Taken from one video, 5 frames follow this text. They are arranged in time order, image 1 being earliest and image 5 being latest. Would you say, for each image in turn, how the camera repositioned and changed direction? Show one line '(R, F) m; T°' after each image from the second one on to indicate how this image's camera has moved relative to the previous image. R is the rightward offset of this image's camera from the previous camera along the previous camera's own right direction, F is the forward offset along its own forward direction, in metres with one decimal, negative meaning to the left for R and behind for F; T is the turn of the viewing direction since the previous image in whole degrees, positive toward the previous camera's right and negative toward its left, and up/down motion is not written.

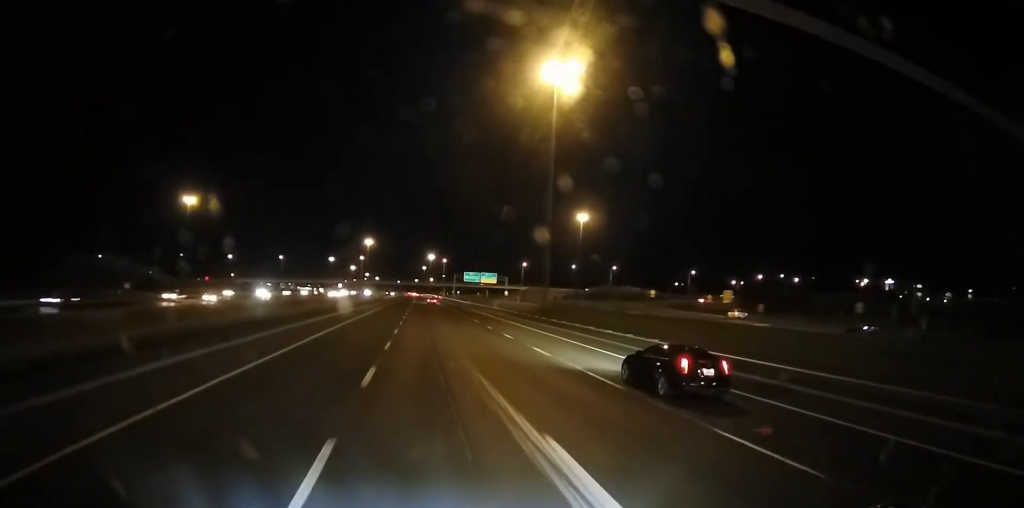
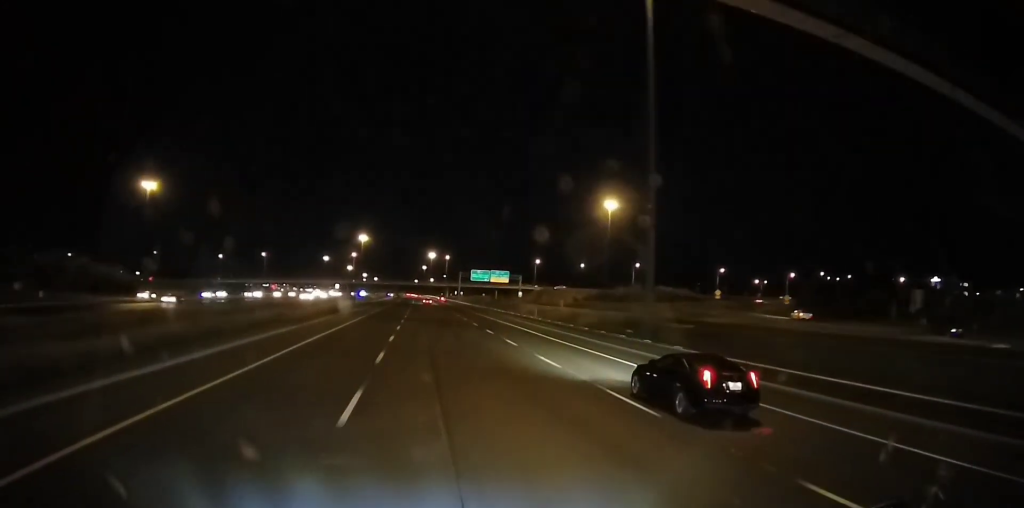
(+0.3, +30.6) m; 0°
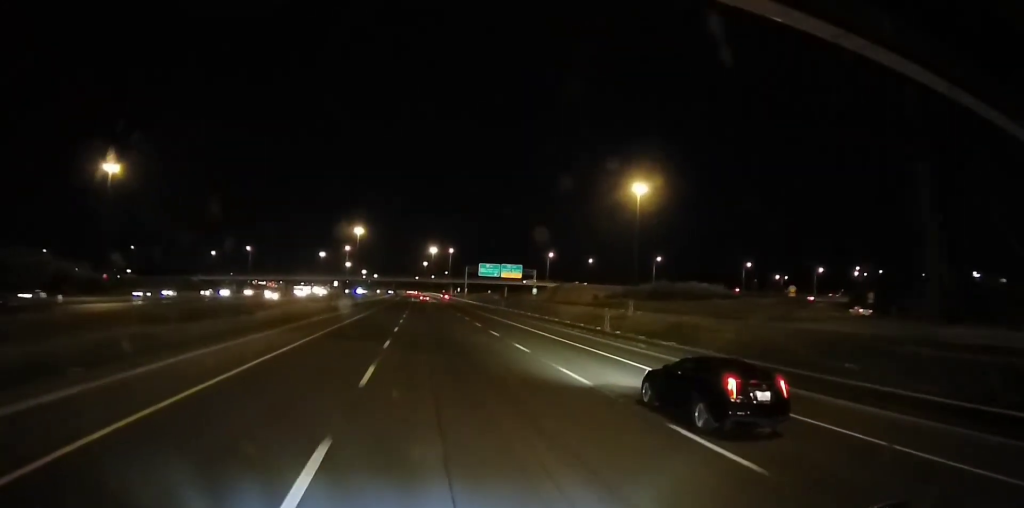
(-0.4, +22.8) m; -1°
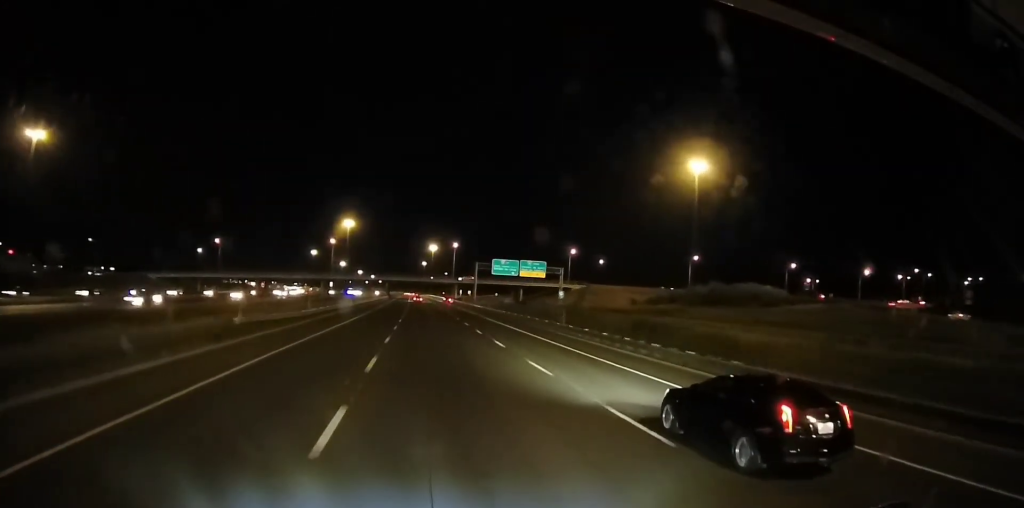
(+0.2, +33.9) m; 0°
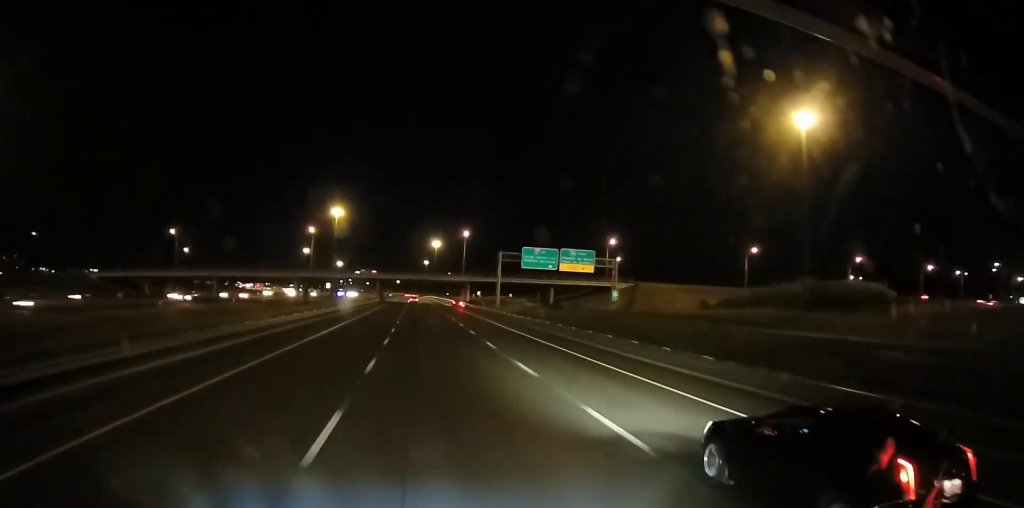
(-0.1, +36.8) m; 0°
